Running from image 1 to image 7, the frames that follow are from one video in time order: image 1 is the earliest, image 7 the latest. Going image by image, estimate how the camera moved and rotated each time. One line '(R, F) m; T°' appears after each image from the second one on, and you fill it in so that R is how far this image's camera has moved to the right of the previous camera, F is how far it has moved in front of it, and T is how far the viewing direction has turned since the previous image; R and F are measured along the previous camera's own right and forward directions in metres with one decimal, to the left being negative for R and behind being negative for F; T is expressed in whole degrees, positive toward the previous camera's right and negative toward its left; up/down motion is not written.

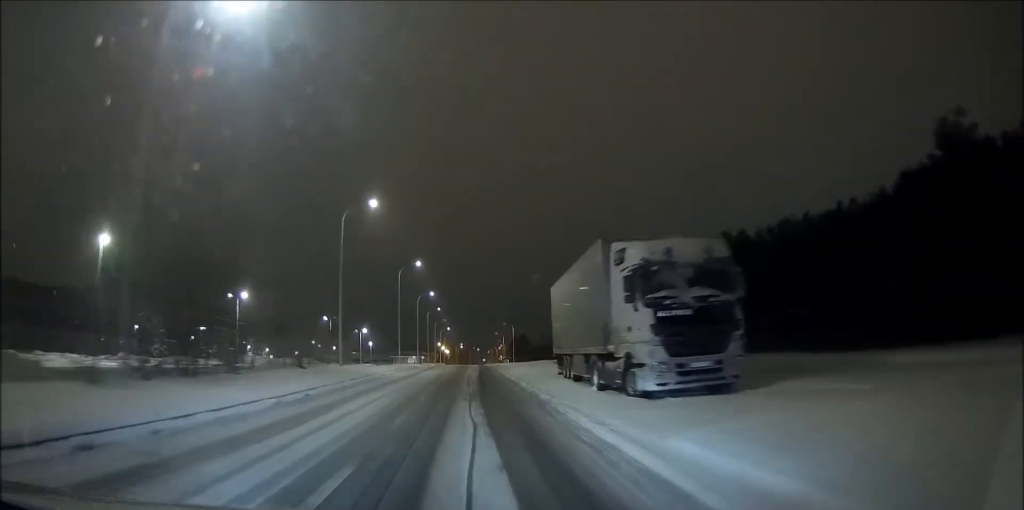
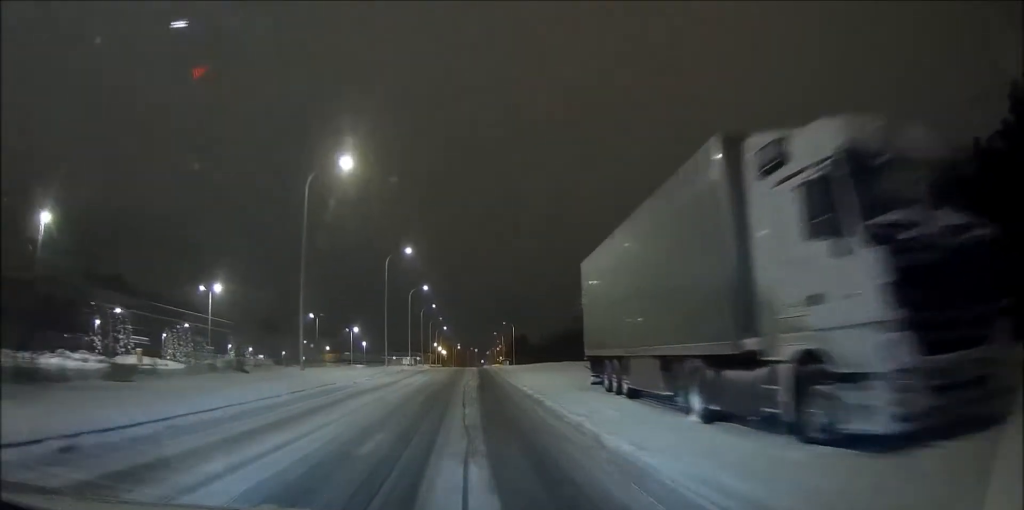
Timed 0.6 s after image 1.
(0.0, +9.1) m; 0°
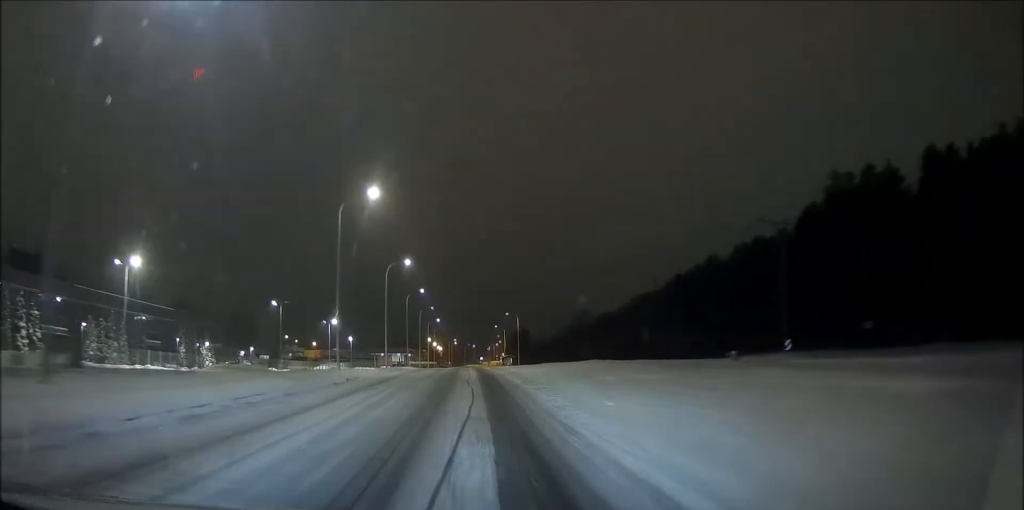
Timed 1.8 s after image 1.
(0.0, +20.6) m; 0°
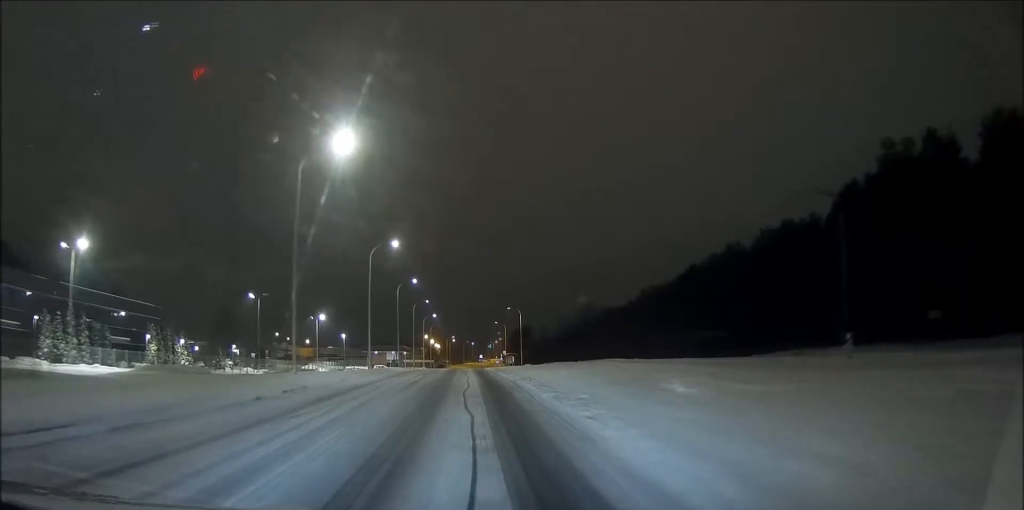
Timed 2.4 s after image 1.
(0.0, +9.6) m; 0°
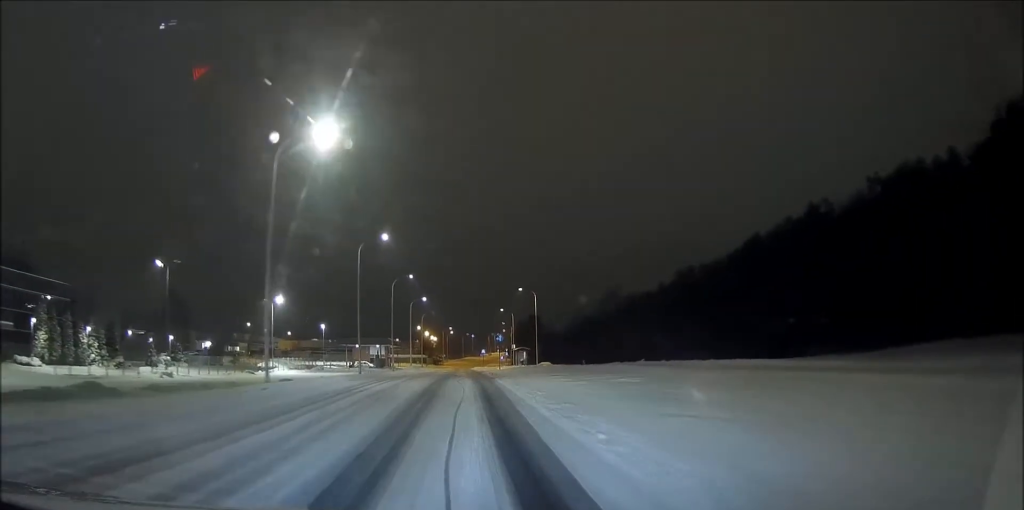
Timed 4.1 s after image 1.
(0.0, +28.1) m; 0°
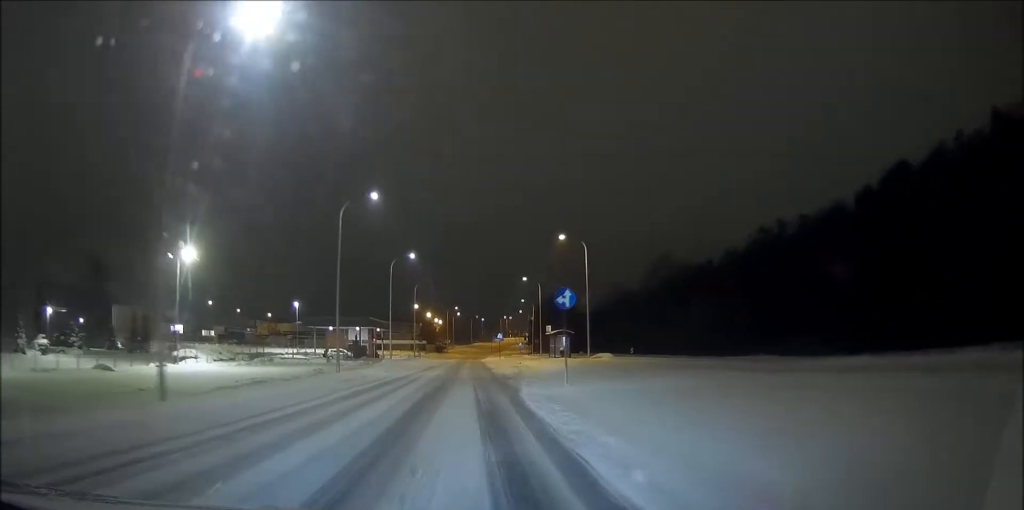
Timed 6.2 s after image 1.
(-0.2, +33.8) m; -1°
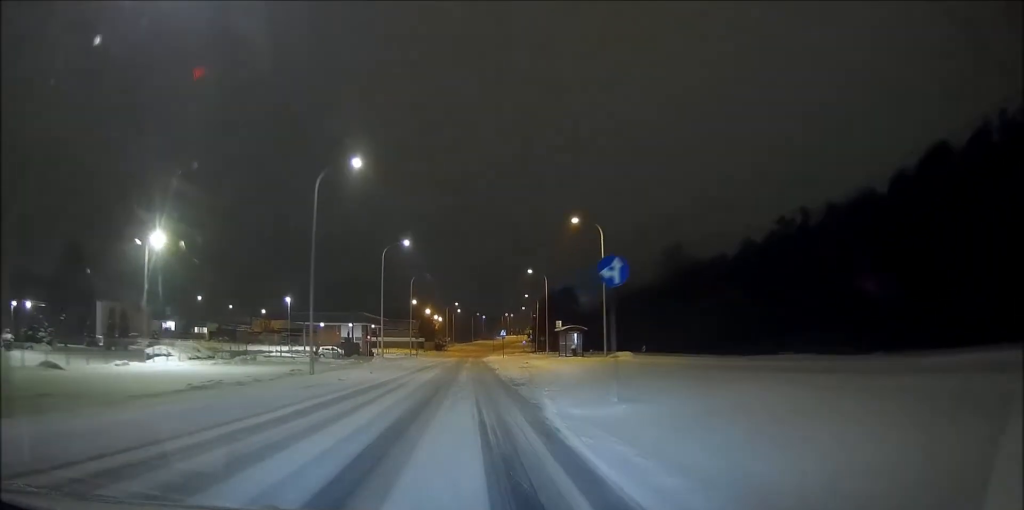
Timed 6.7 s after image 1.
(0.0, +6.5) m; 0°
